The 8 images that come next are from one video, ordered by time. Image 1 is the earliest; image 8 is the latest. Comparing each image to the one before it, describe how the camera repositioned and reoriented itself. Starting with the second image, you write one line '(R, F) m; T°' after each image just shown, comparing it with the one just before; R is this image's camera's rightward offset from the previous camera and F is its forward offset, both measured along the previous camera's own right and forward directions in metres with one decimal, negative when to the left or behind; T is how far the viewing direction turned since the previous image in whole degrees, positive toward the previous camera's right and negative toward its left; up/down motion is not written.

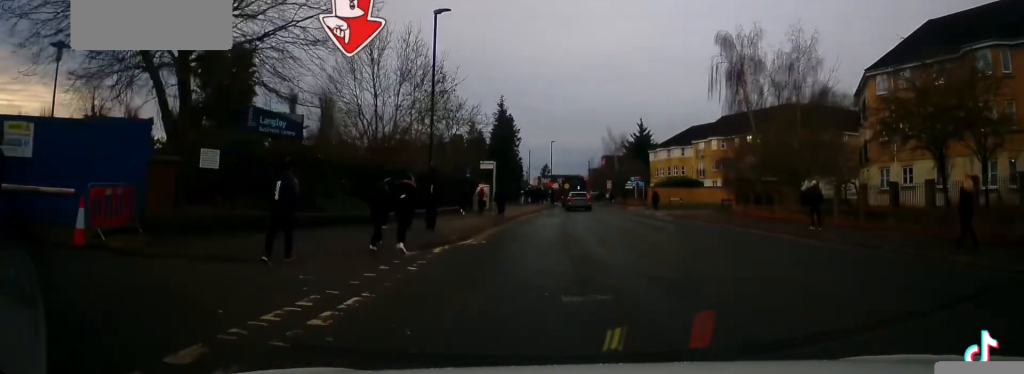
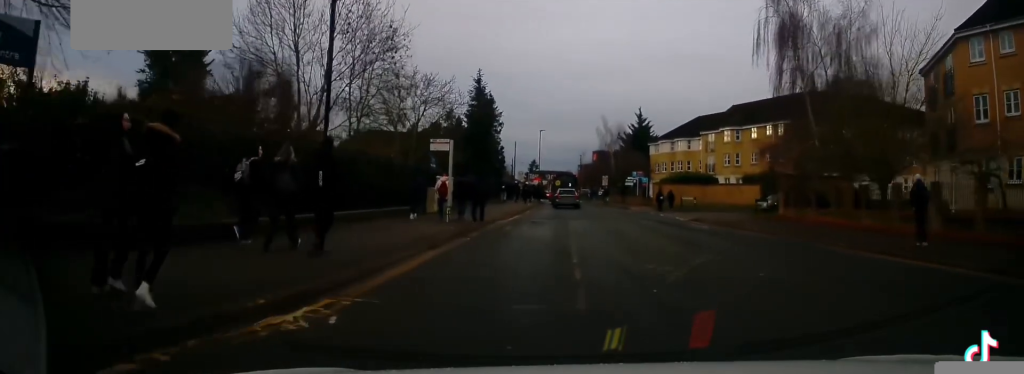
(-0.1, +9.9) m; +1°
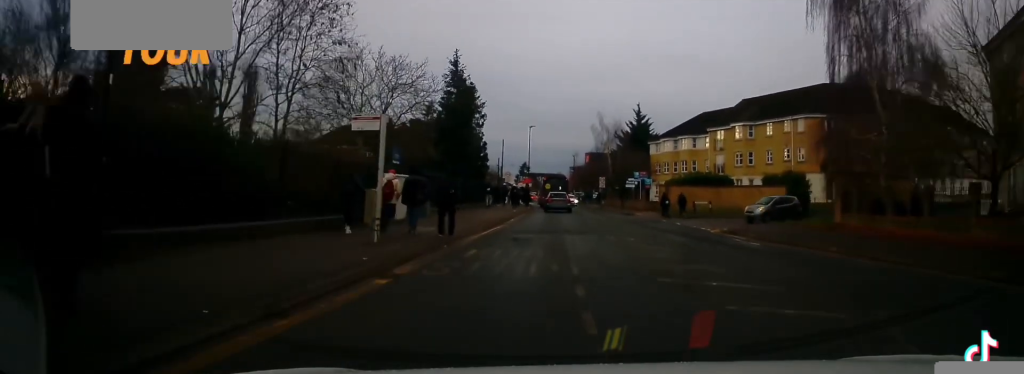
(+0.3, +7.2) m; 0°
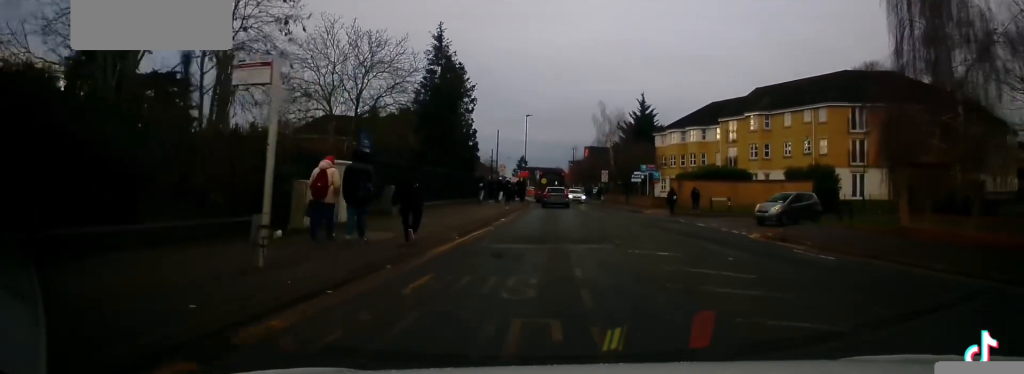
(-0.2, +4.9) m; 0°
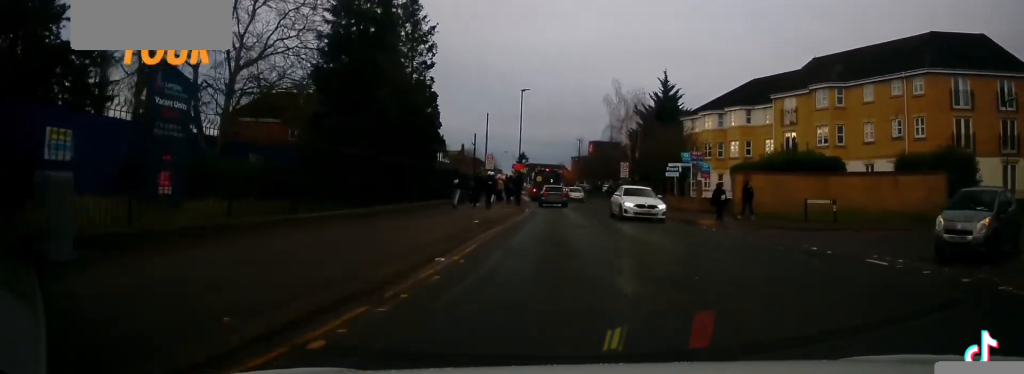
(+0.4, +14.4) m; +3°
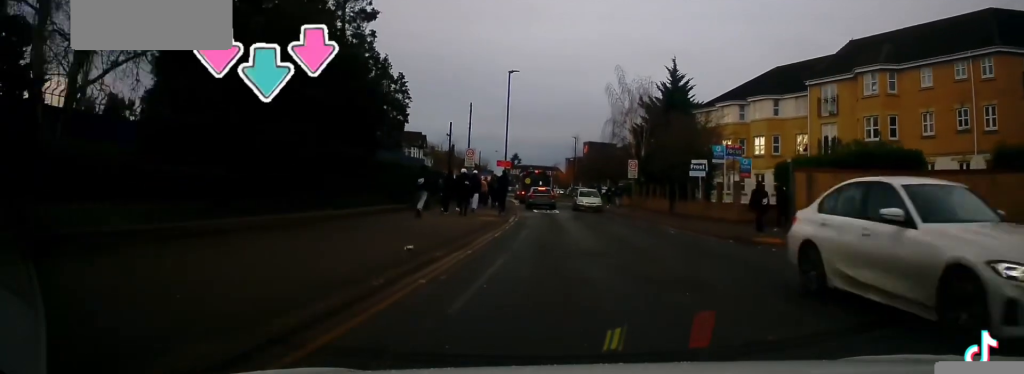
(0.0, +7.7) m; 0°
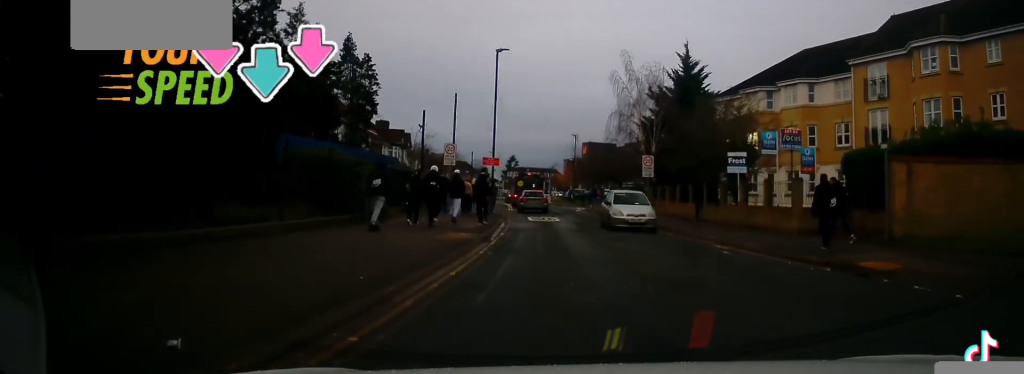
(0.0, +6.5) m; 0°
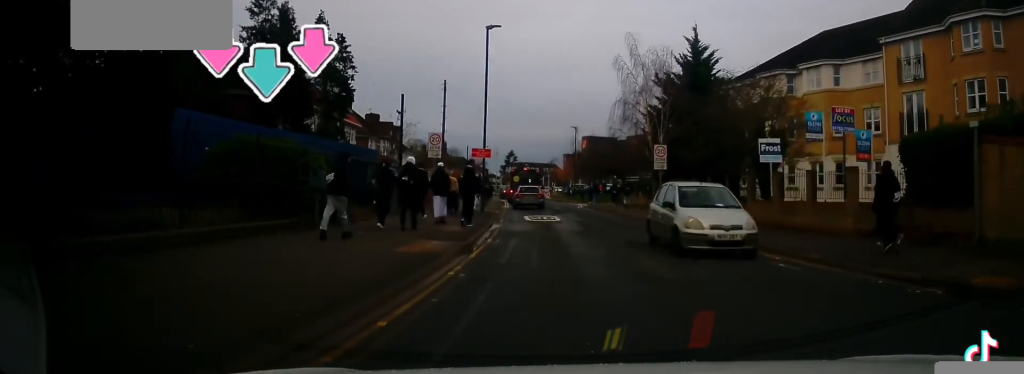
(0.0, +3.7) m; 0°
